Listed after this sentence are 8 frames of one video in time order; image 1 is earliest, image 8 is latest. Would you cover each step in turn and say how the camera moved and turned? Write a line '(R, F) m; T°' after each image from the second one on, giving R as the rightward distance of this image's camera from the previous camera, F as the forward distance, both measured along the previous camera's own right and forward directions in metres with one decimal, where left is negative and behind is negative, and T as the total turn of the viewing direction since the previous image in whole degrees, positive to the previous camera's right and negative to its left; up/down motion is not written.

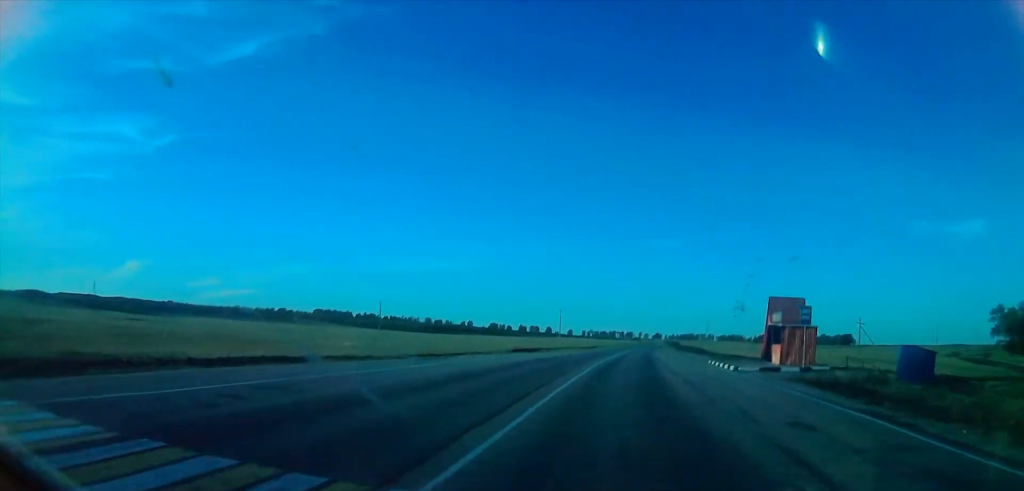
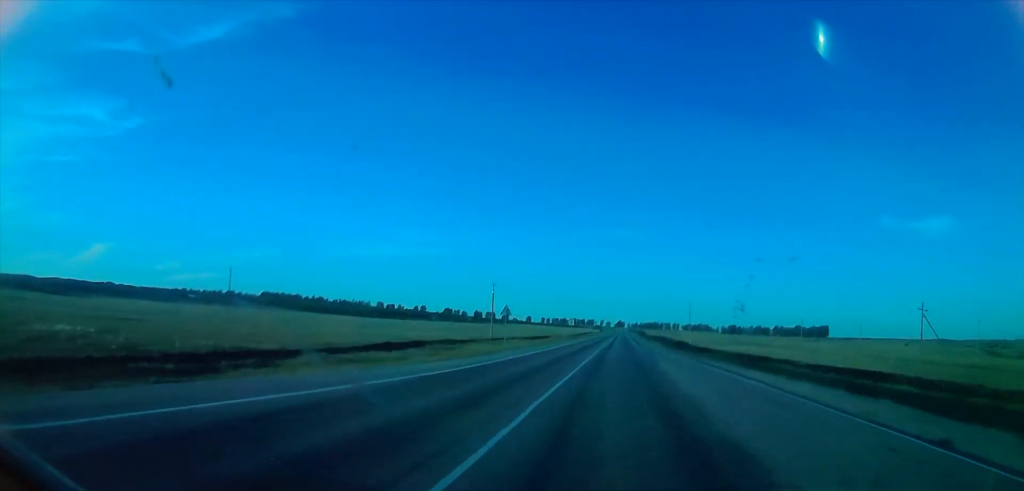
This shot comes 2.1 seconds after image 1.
(+2.1, +55.6) m; +2°
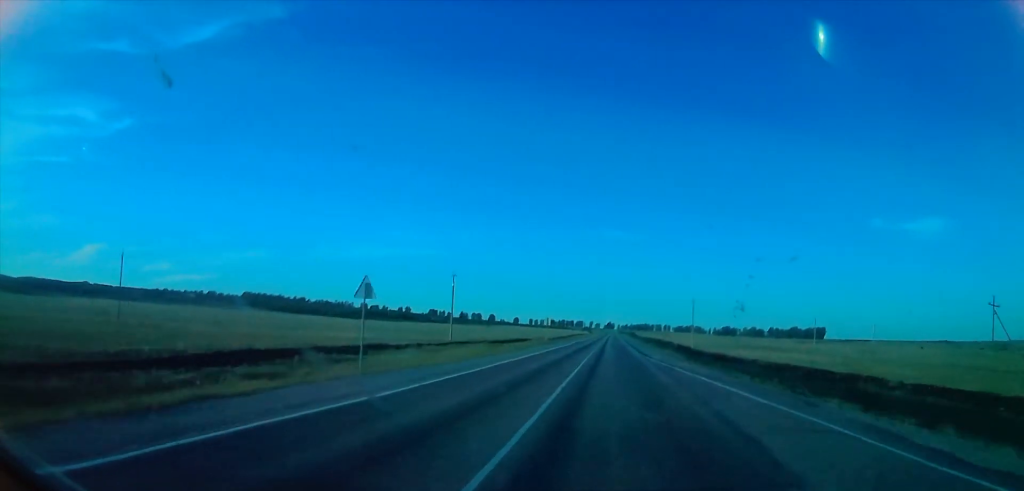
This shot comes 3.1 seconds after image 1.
(0.0, +28.7) m; 0°
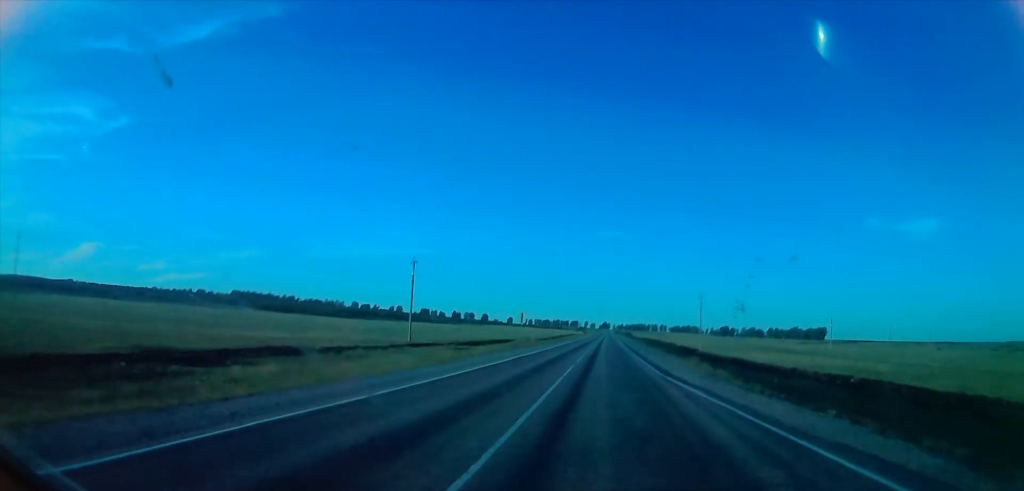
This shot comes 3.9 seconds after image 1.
(0.0, +21.1) m; +1°
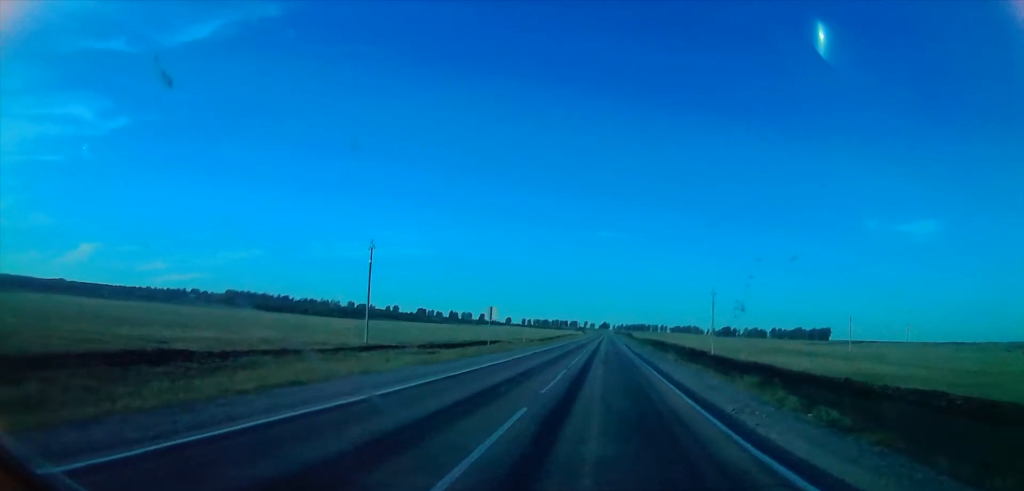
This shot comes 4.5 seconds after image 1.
(+0.2, +15.8) m; +1°
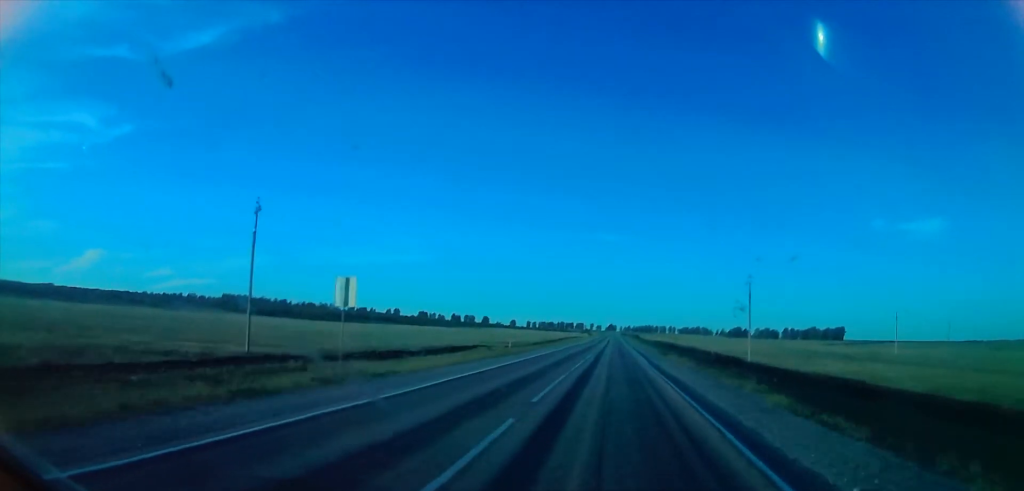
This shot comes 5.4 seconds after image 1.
(+0.2, +25.8) m; +1°
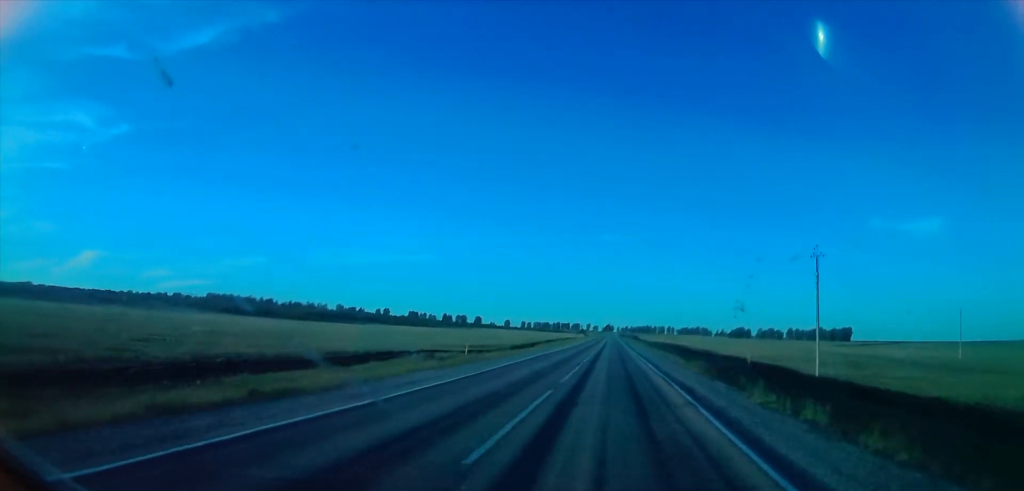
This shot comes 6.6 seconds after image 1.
(0.0, +30.1) m; 0°
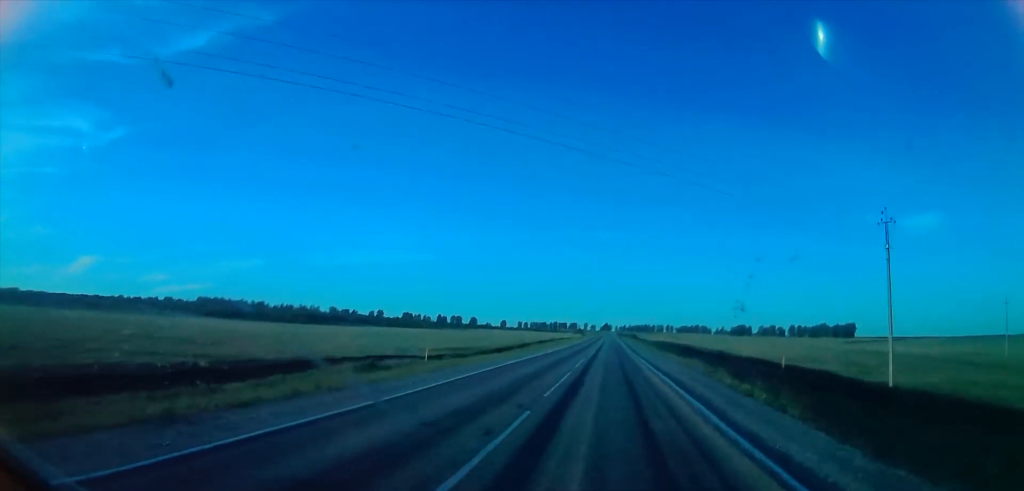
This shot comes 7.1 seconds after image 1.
(0.0, +16.2) m; 0°
